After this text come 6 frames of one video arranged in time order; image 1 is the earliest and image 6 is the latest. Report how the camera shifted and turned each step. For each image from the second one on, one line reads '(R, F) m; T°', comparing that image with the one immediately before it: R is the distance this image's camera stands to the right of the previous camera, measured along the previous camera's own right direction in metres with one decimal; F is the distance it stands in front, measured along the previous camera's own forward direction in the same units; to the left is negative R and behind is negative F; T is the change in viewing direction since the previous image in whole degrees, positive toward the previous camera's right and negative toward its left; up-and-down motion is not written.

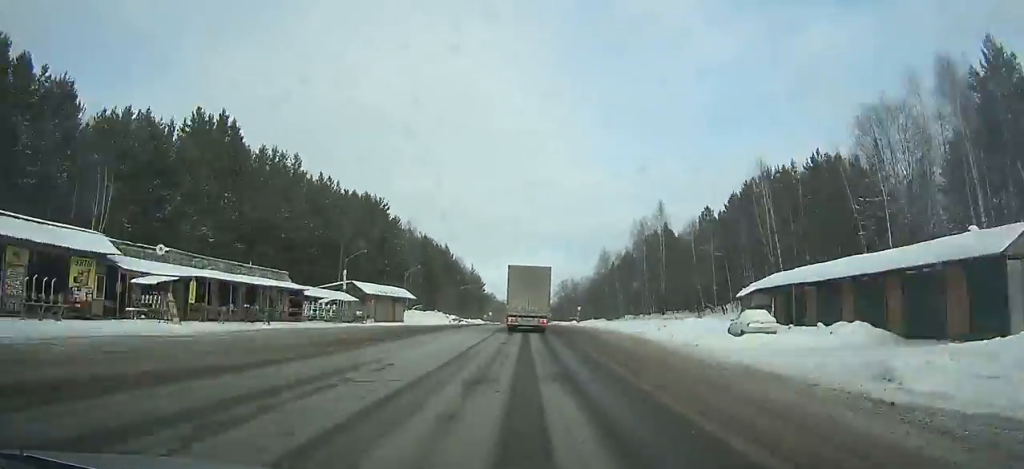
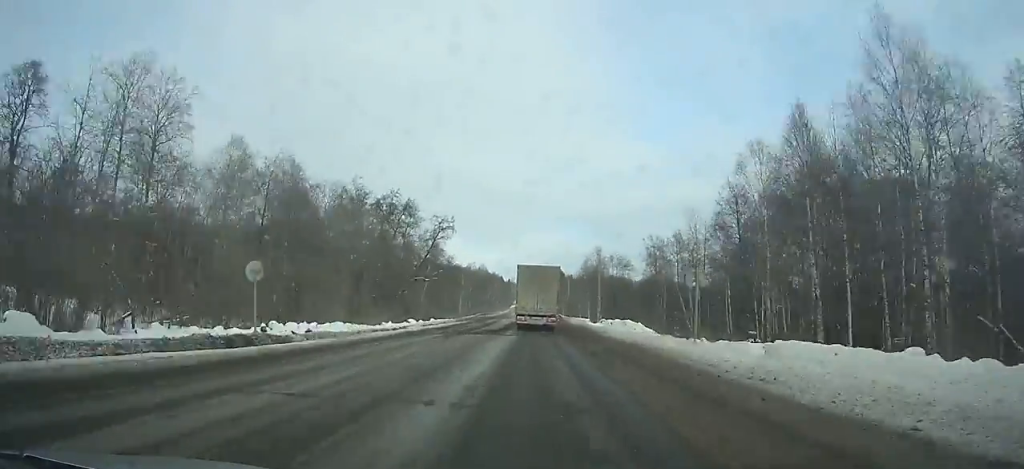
(+0.2, +222.4) m; 0°
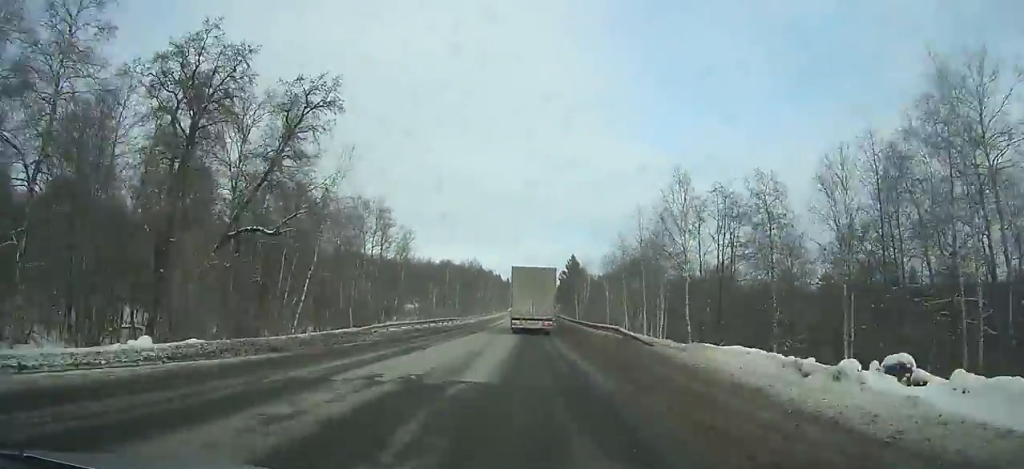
(-0.1, +47.3) m; 0°
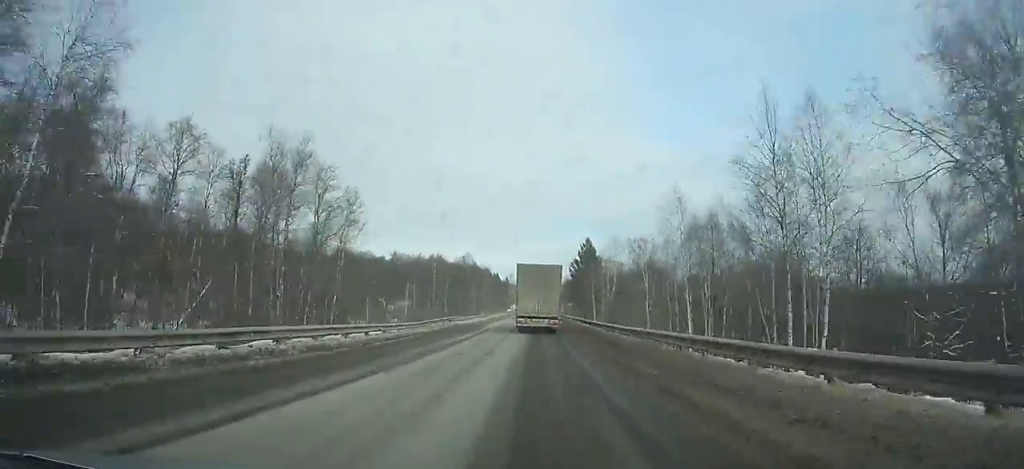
(0.0, +27.8) m; 0°
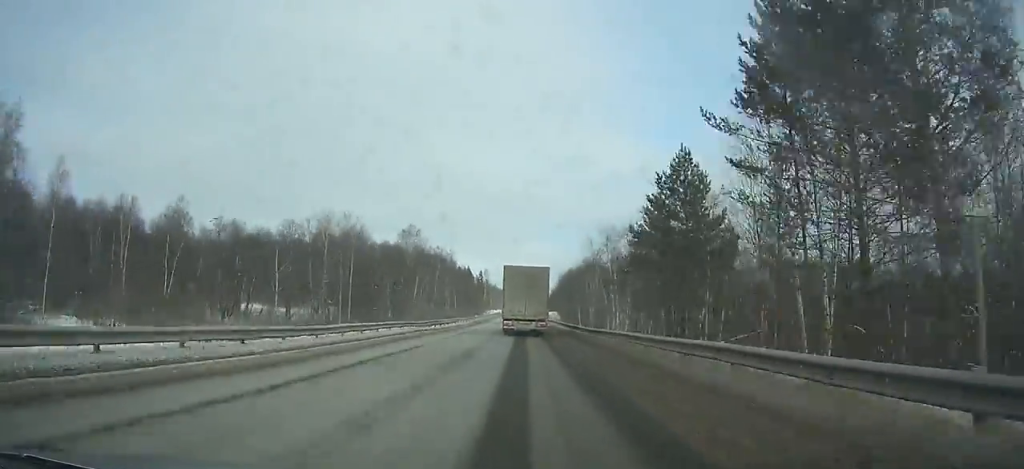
(+0.4, +82.3) m; 0°
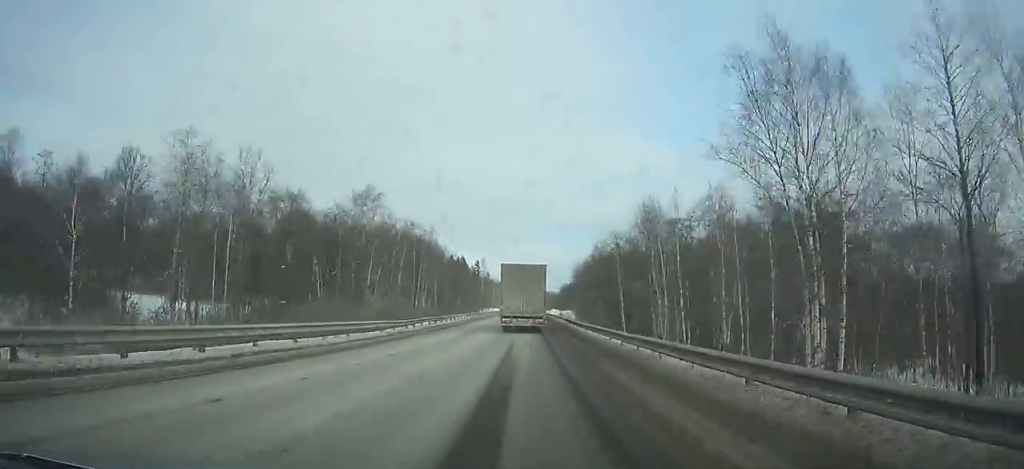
(-0.1, +40.7) m; 0°
